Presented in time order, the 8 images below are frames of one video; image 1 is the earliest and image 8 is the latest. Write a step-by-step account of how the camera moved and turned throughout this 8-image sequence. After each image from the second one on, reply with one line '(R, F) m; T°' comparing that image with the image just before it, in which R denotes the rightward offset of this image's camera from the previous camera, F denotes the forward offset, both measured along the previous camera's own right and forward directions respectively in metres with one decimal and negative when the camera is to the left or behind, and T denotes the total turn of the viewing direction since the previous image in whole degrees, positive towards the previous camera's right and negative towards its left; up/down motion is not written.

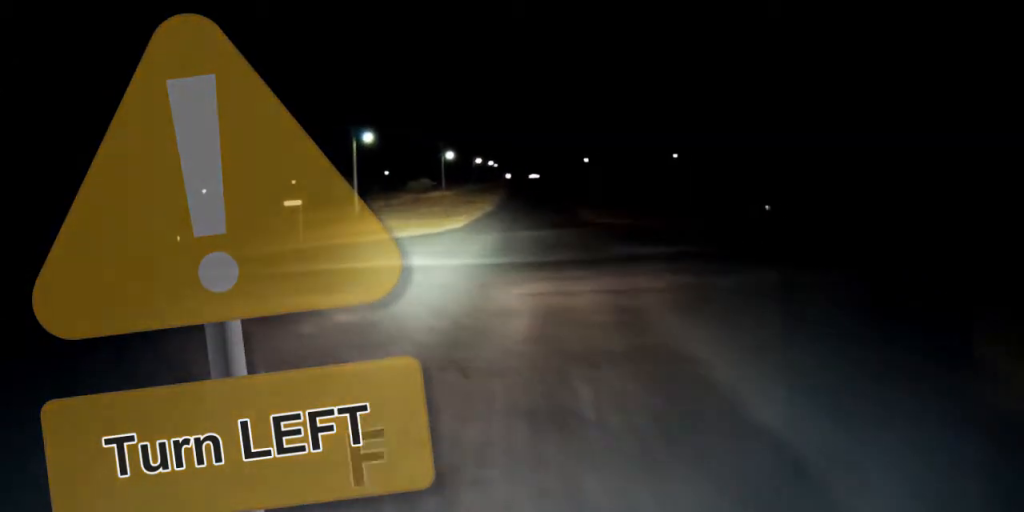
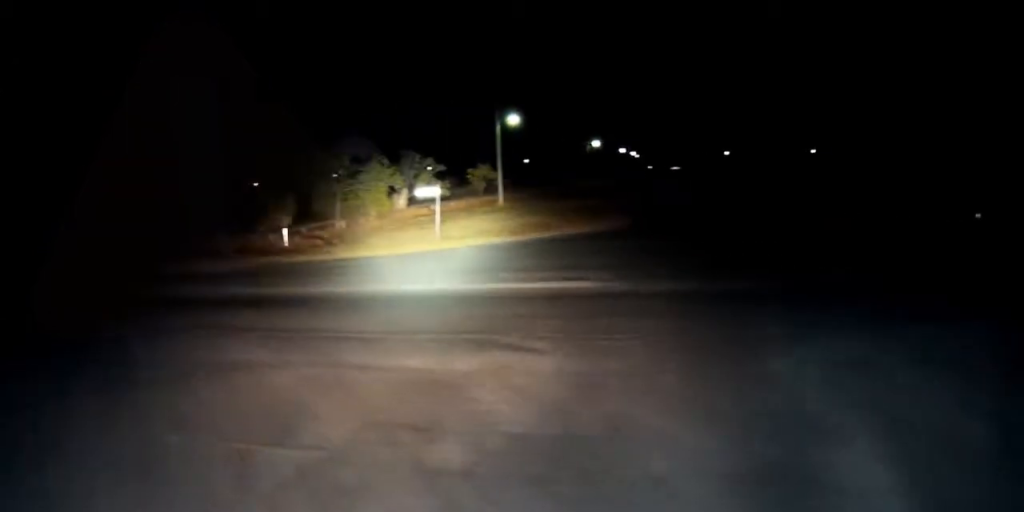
(-0.8, +7.3) m; -17°
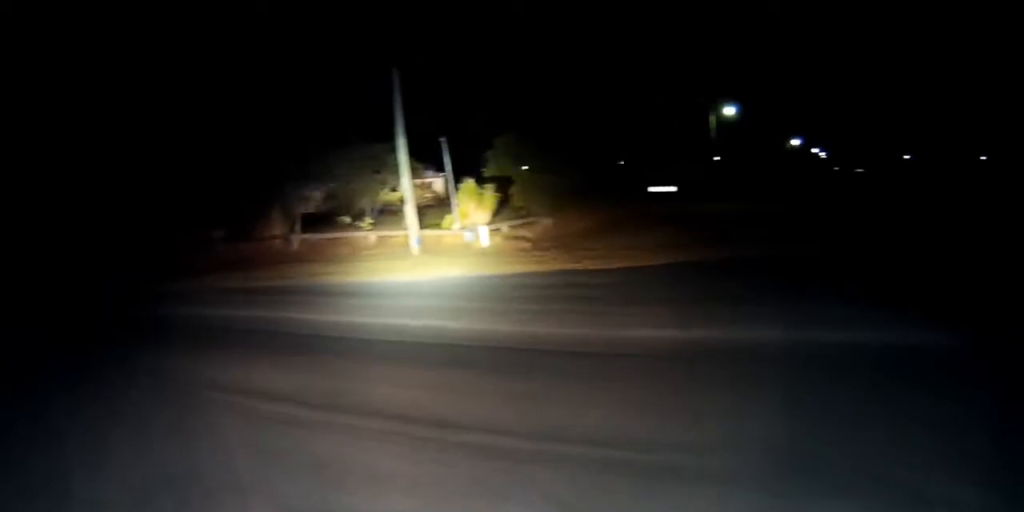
(-0.9, +6.1) m; -16°
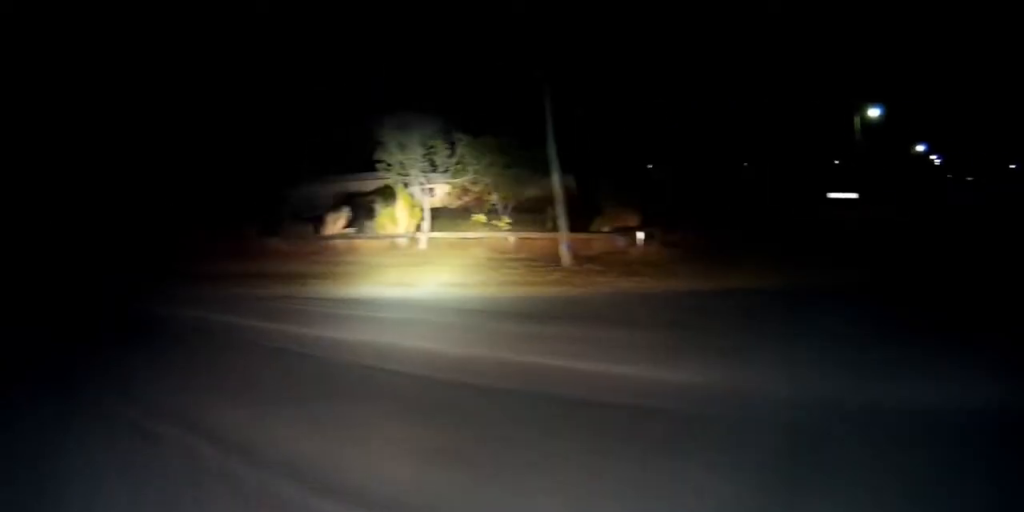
(-0.3, +3.9) m; -9°
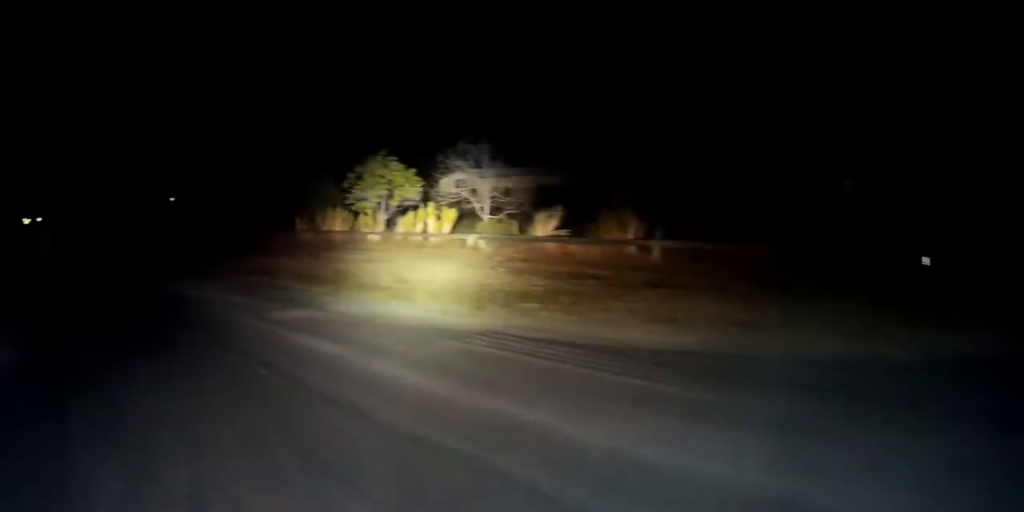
(-0.9, +6.7) m; -14°
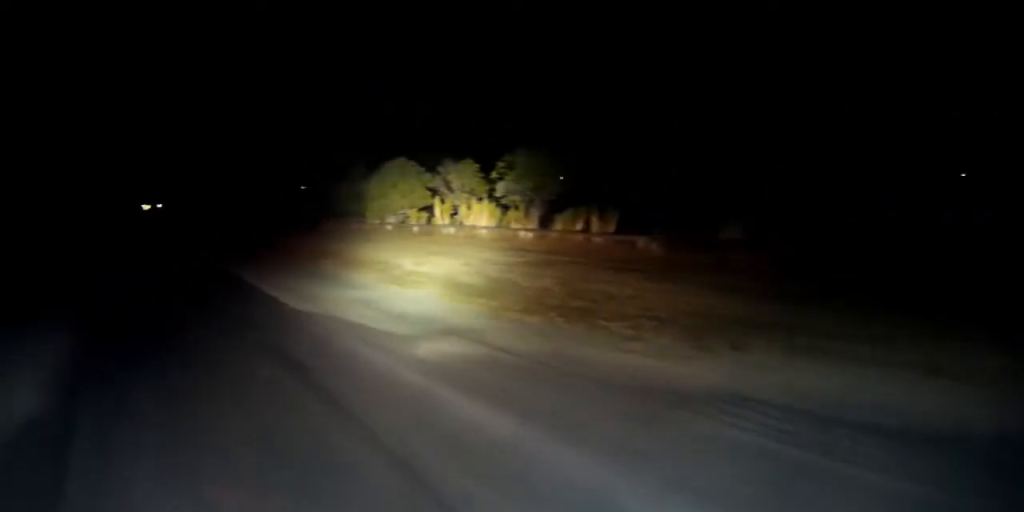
(-0.5, +5.5) m; -8°
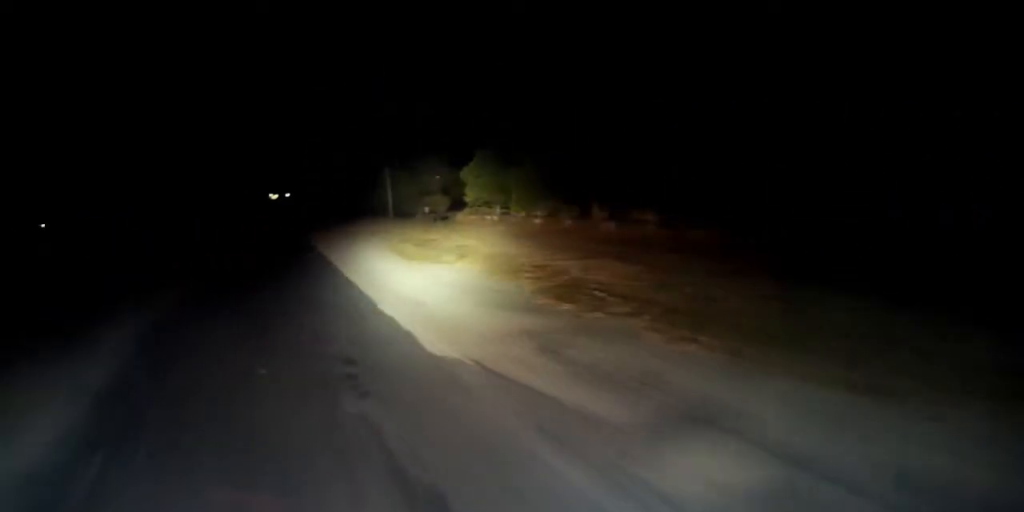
(-0.6, +7.1) m; -6°
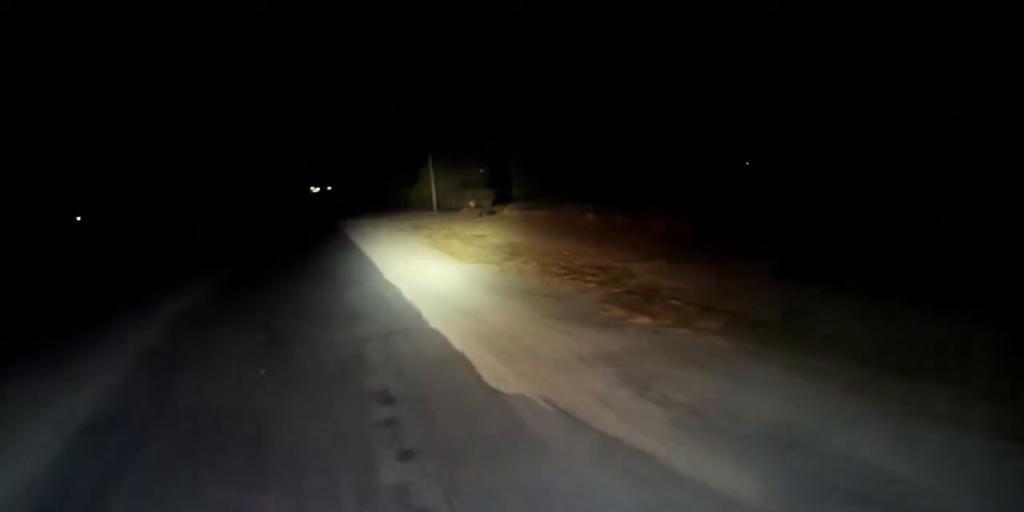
(-0.1, +3.0) m; -2°
